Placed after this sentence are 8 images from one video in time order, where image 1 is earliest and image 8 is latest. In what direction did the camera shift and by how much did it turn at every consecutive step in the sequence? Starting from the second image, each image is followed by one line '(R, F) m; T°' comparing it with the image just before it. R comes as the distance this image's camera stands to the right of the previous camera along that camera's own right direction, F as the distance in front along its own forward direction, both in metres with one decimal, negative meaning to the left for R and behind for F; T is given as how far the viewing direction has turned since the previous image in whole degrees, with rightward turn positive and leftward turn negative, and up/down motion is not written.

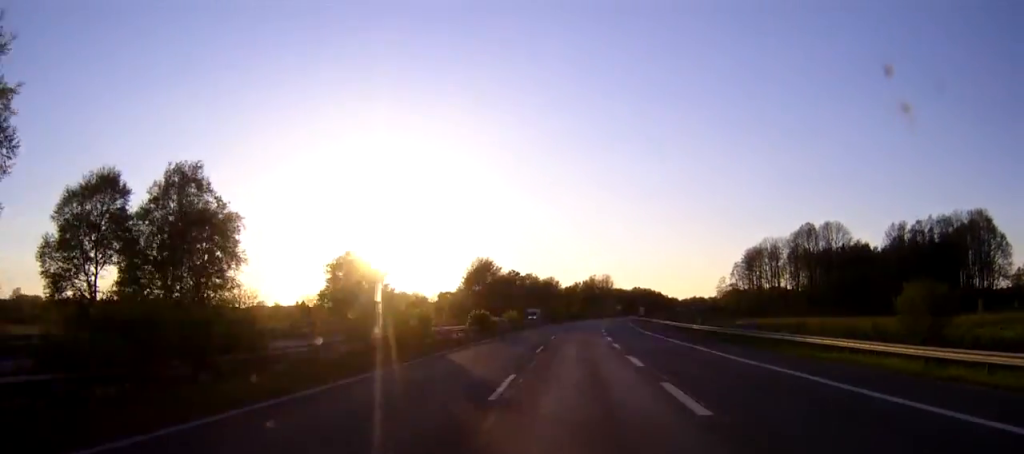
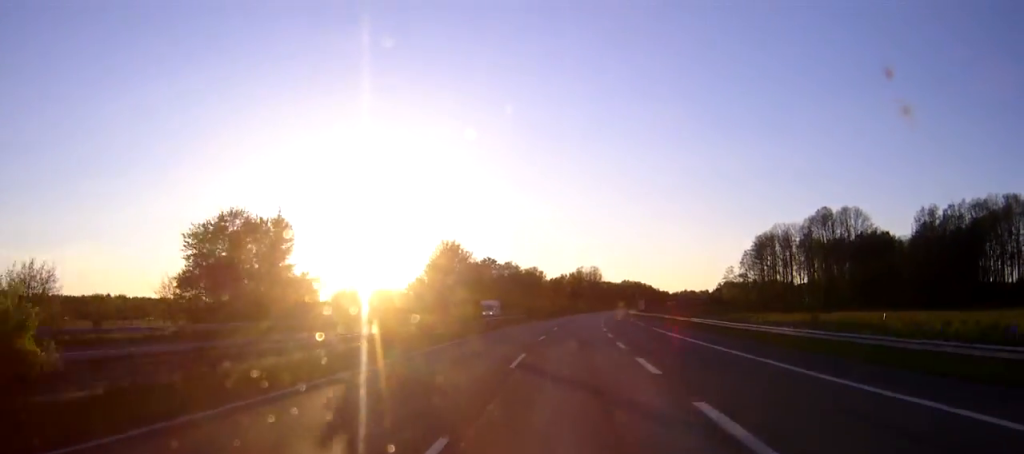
(+0.3, +29.3) m; +1°
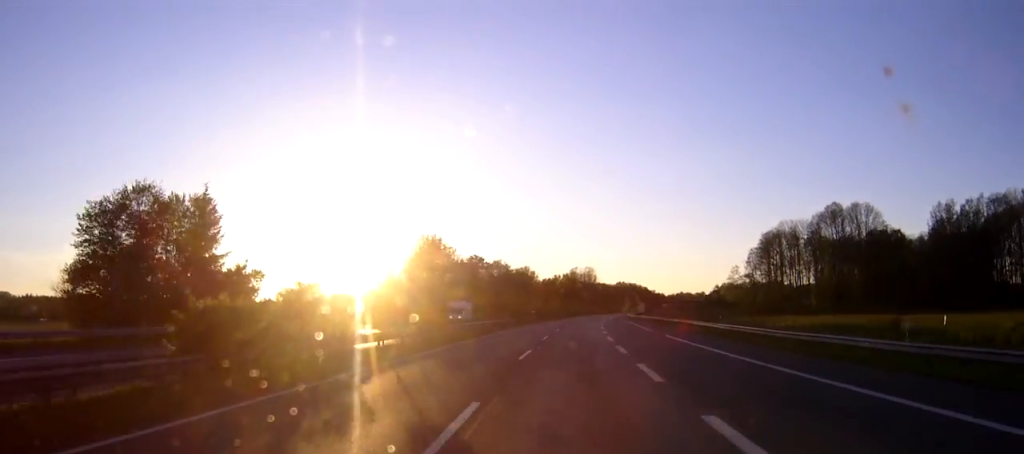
(0.0, +13.2) m; +1°
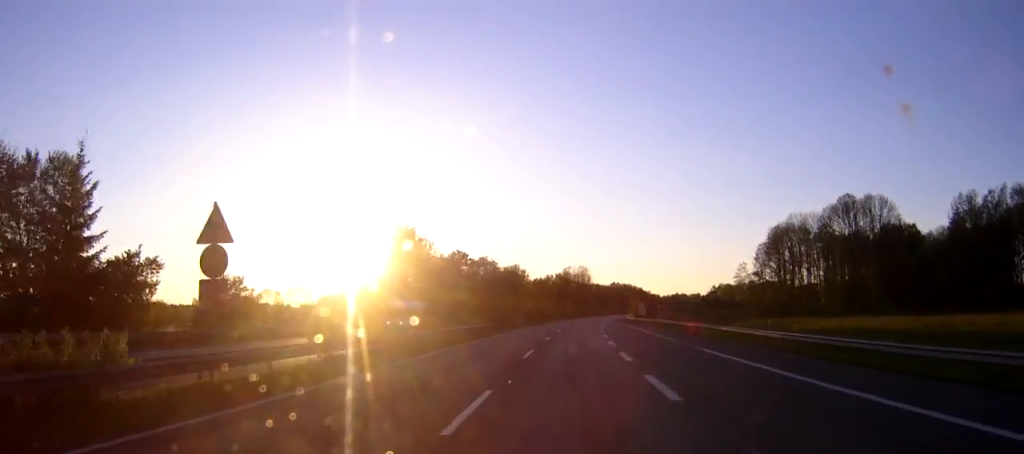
(+0.1, +15.0) m; +1°
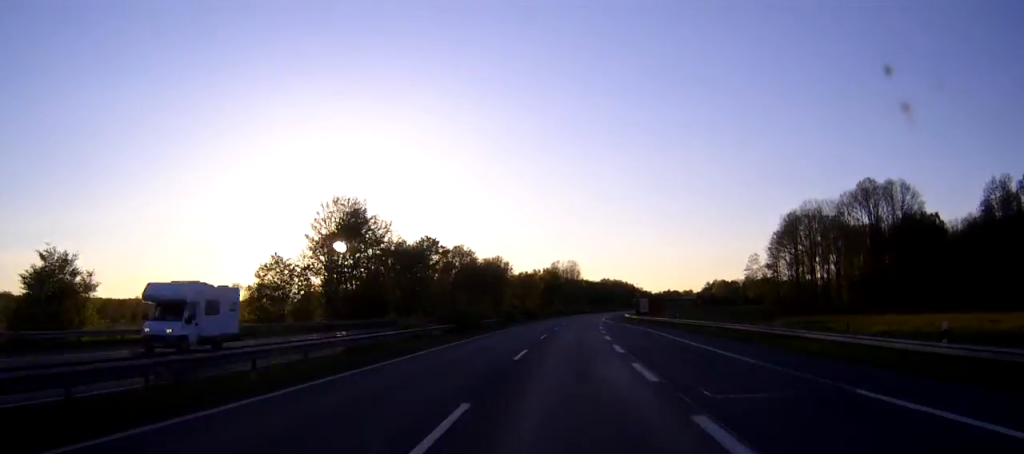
(+0.1, +20.7) m; +1°
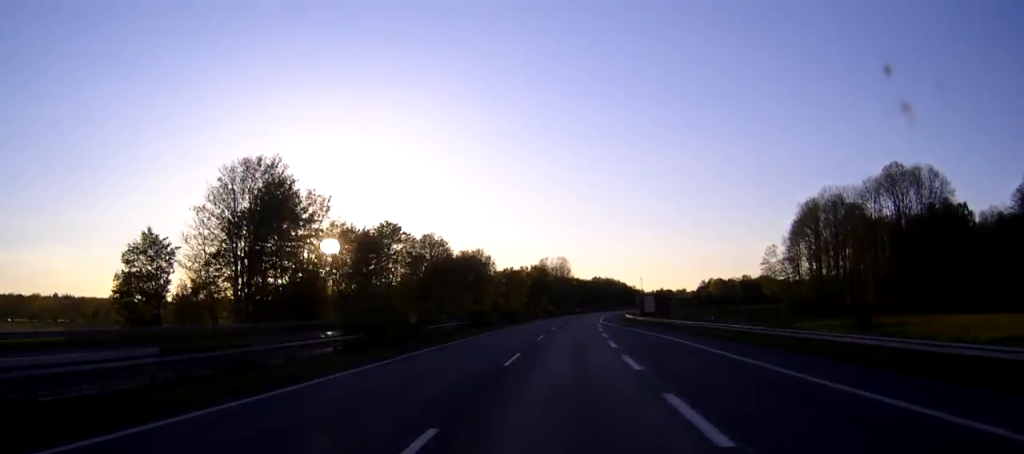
(+0.2, +20.7) m; +1°
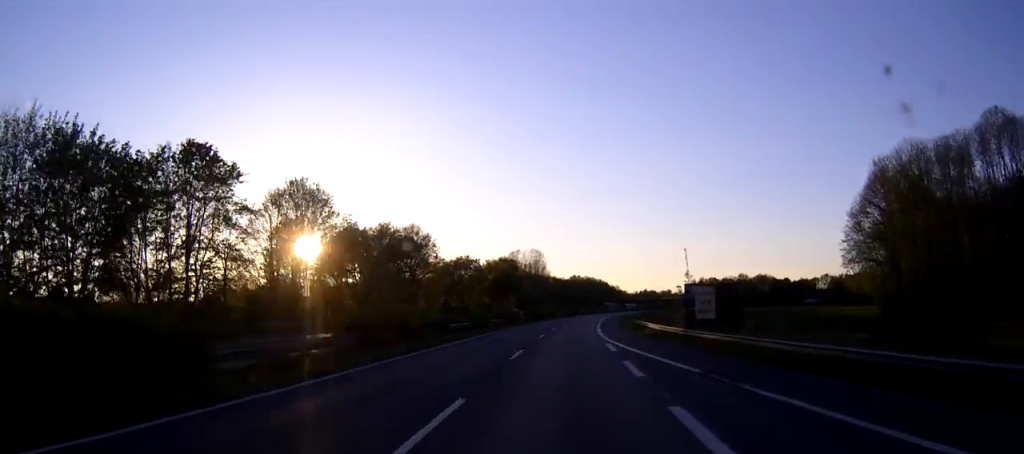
(+0.8, +49.7) m; +2°
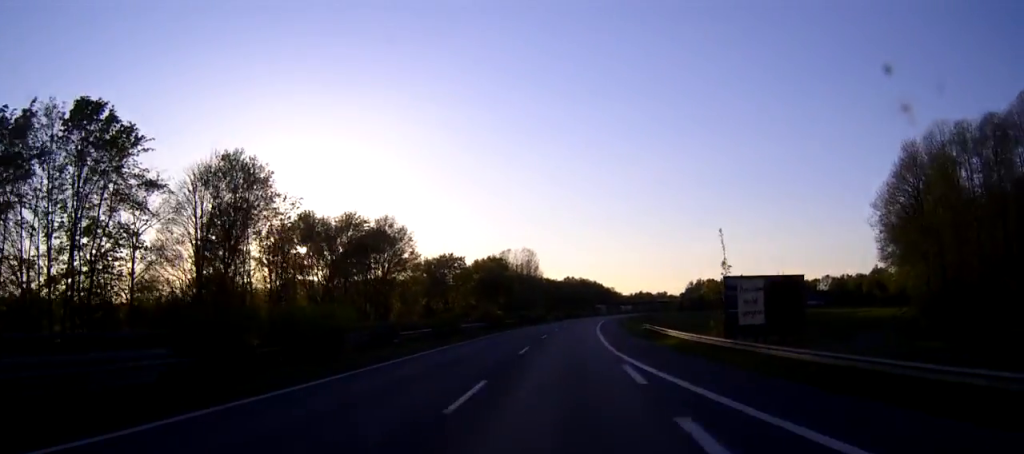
(0.0, +13.2) m; 0°
